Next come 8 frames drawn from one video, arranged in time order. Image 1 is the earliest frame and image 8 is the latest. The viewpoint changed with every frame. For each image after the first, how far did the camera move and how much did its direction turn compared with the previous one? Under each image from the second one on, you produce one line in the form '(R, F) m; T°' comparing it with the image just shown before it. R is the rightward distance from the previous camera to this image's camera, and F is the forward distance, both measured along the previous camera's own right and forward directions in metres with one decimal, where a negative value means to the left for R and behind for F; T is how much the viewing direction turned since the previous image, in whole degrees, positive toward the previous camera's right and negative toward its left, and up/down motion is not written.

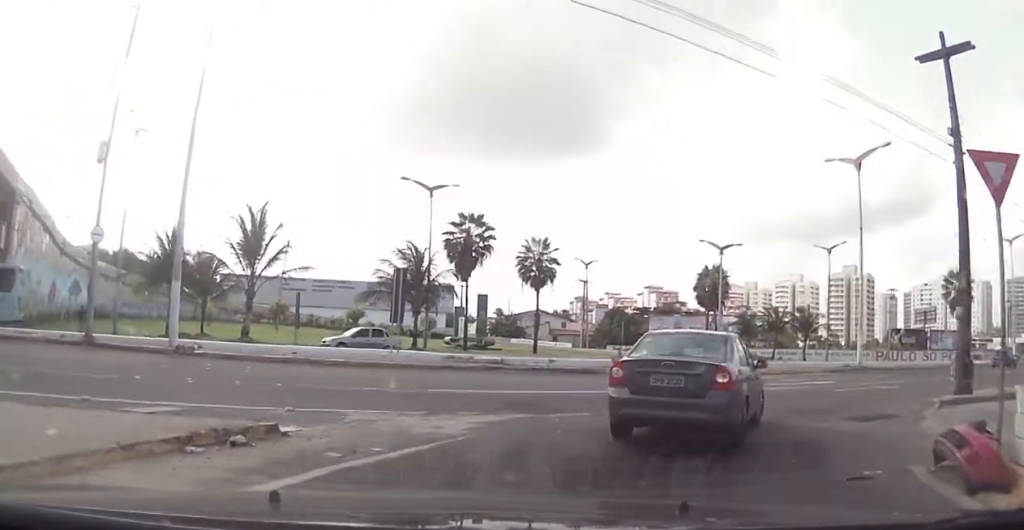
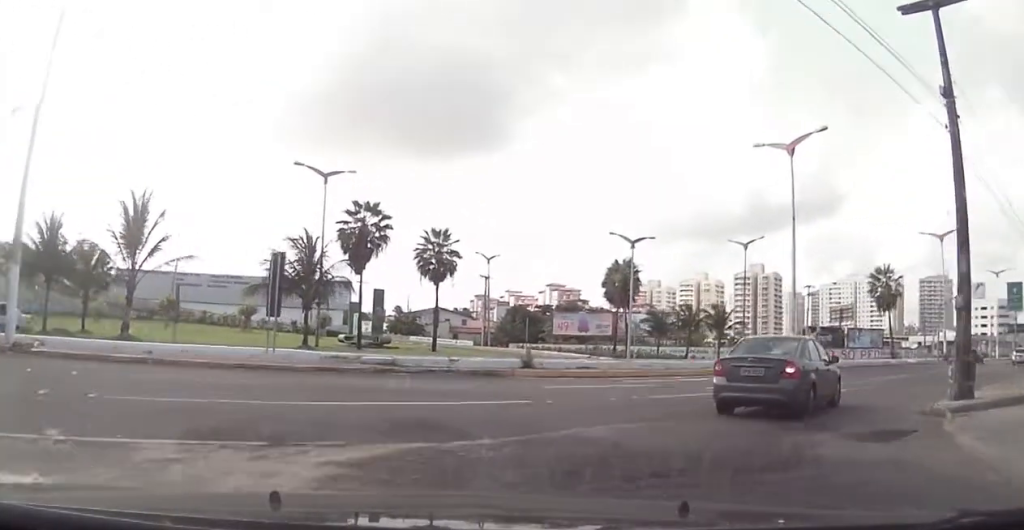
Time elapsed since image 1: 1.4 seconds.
(+0.4, +3.4) m; +1°
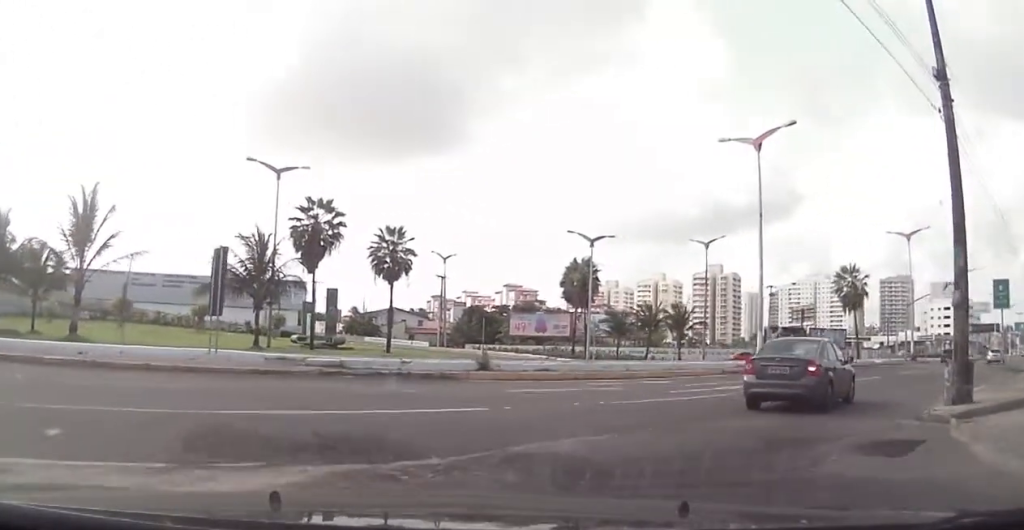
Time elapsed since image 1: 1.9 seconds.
(-0.3, +1.3) m; 0°
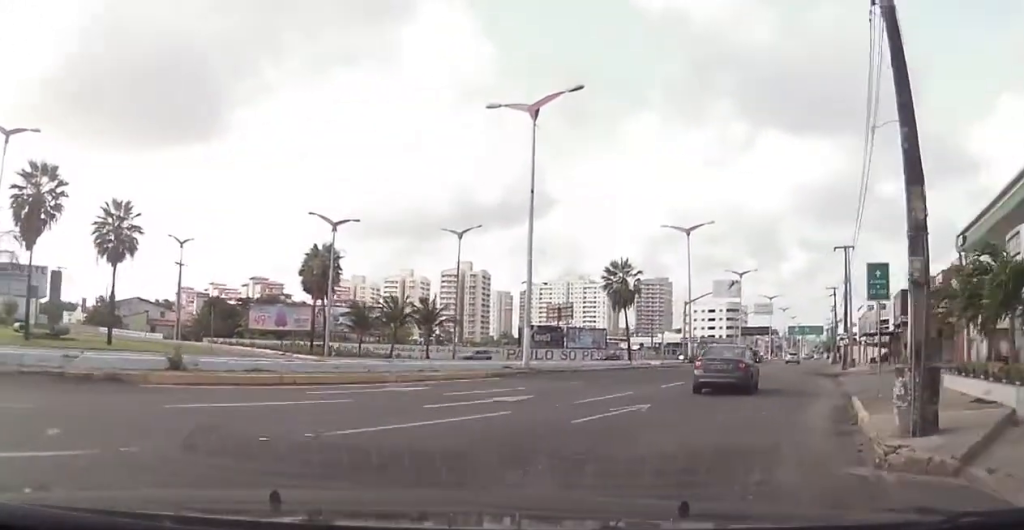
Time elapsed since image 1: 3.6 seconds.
(+1.0, +6.0) m; +18°
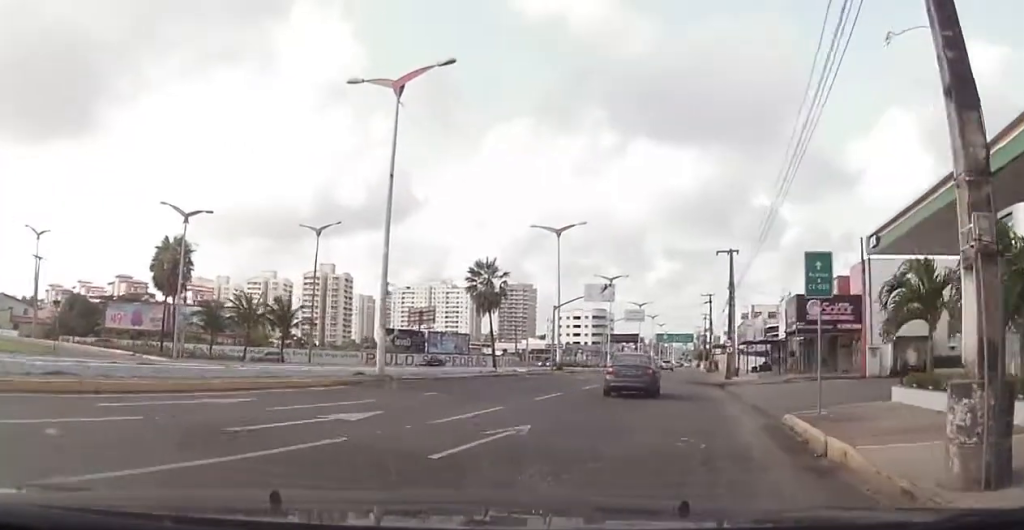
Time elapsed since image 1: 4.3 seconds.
(+0.1, +3.3) m; +8°
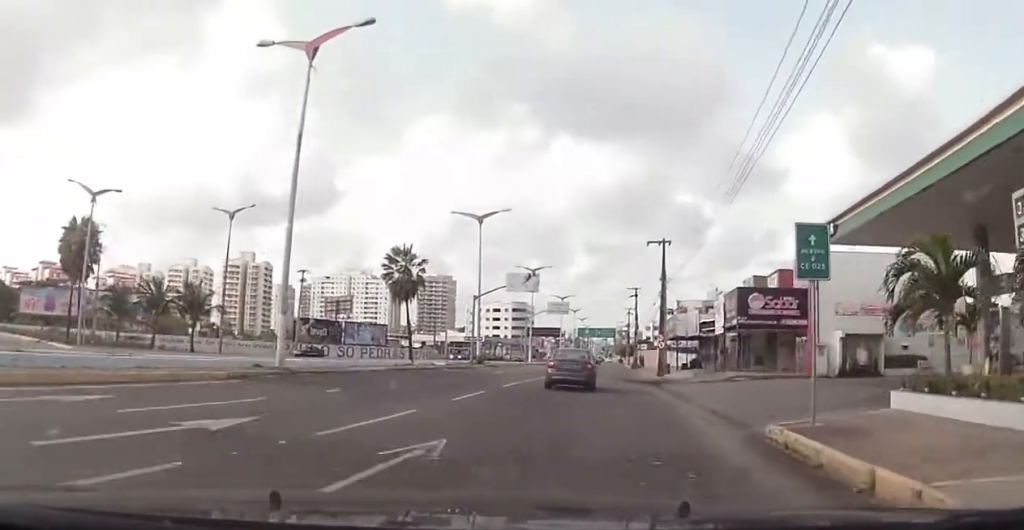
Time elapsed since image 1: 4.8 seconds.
(+0.3, +2.9) m; +5°
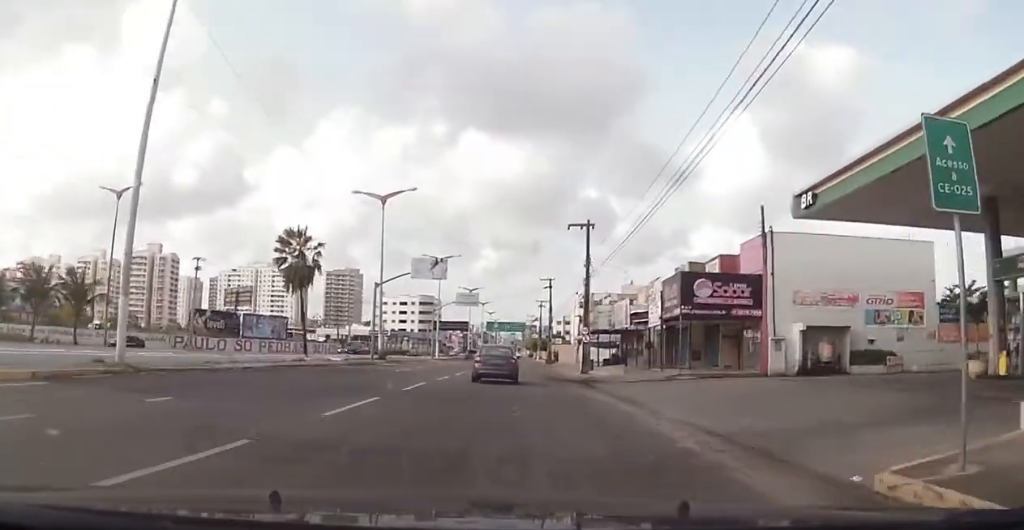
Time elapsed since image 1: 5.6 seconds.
(+0.3, +5.4) m; +4°
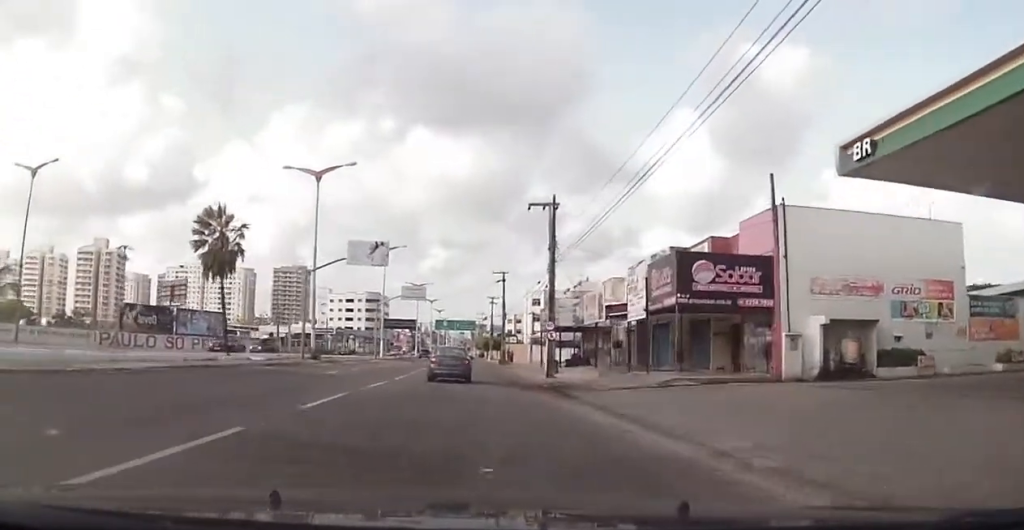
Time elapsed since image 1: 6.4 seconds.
(+0.1, +6.4) m; +1°
